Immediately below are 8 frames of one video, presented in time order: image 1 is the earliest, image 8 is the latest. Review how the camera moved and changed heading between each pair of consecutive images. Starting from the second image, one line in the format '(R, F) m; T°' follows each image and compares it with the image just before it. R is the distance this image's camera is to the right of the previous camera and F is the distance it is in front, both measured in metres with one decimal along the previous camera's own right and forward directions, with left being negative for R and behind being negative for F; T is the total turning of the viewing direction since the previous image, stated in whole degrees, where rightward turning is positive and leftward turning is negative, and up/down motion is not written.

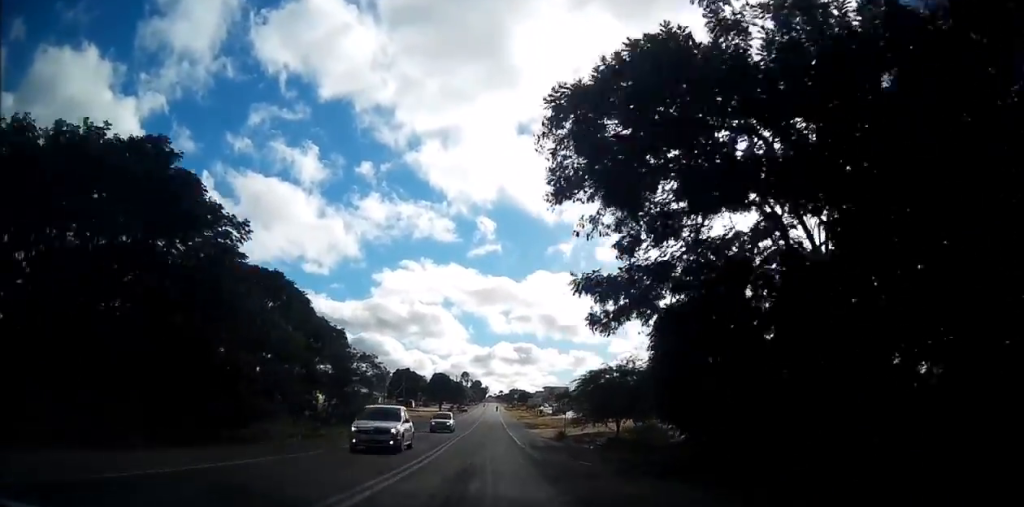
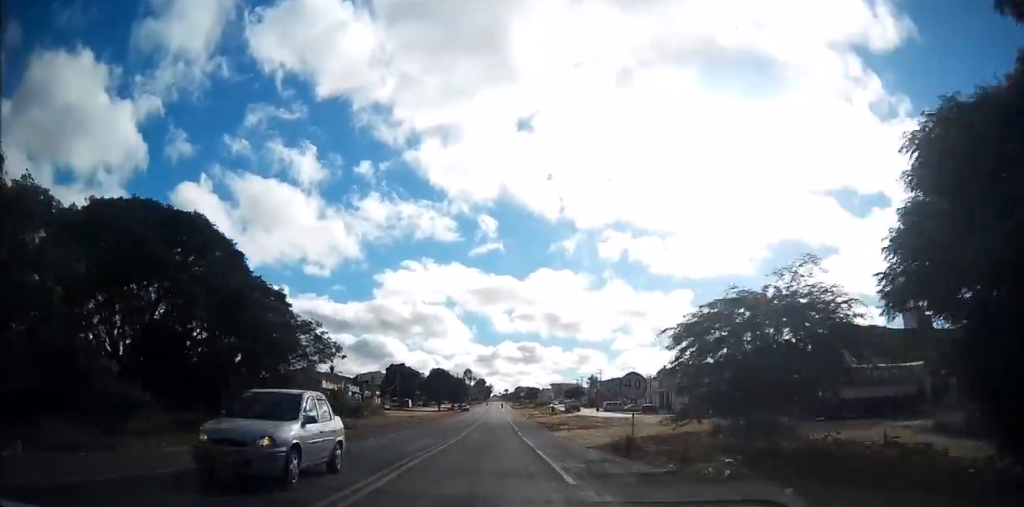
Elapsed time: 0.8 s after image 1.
(0.0, +19.2) m; 0°
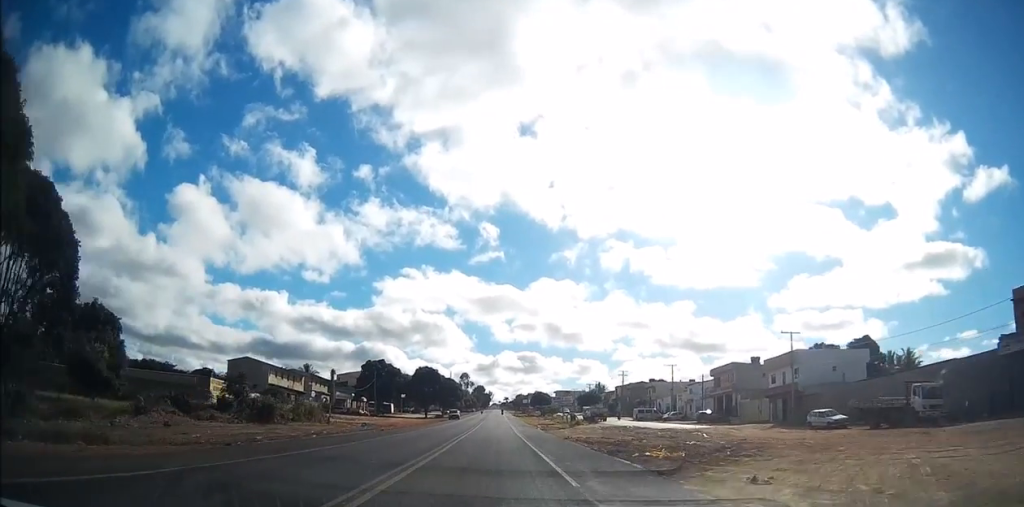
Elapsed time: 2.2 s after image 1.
(0.0, +30.5) m; 0°
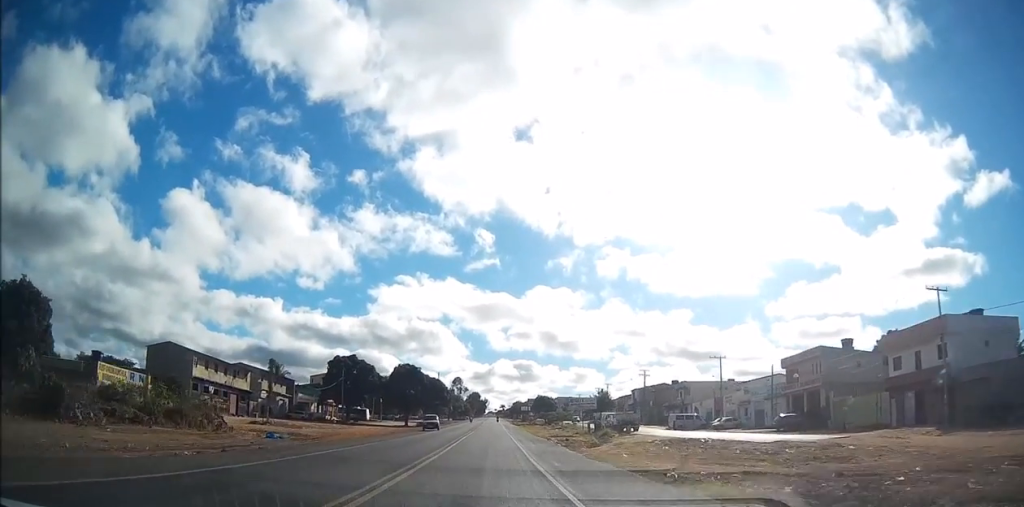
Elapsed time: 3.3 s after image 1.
(-0.1, +25.0) m; 0°
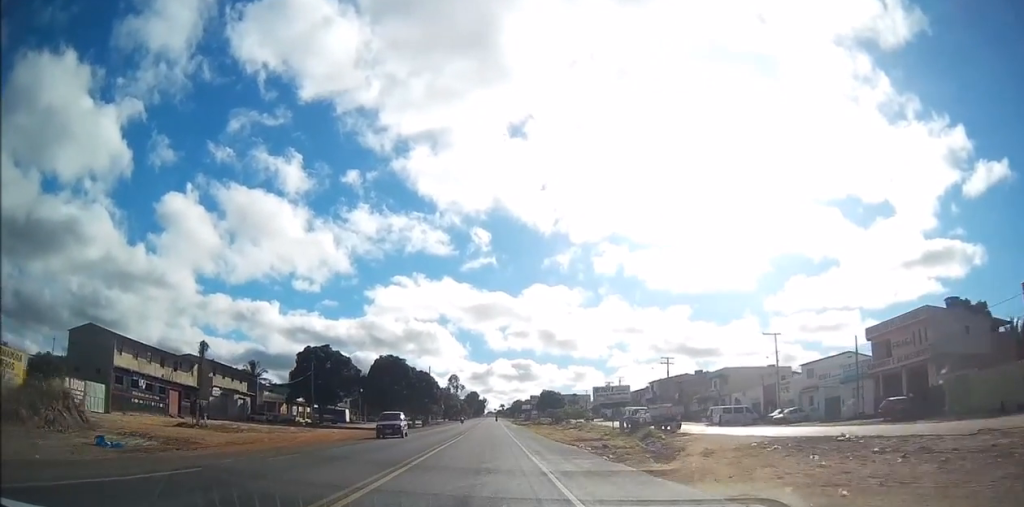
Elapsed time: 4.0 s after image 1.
(0.0, +17.4) m; 0°
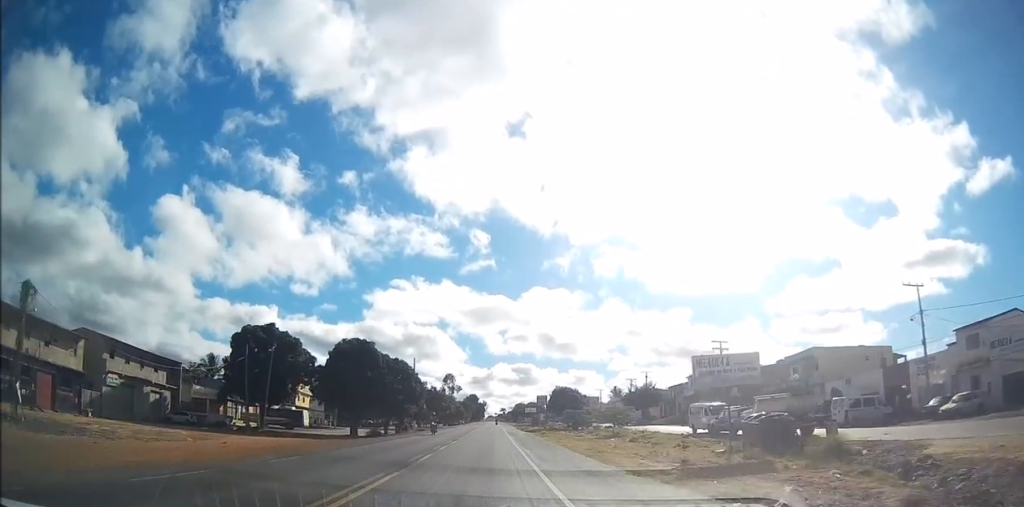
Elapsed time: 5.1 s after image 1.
(+0.1, +25.2) m; 0°
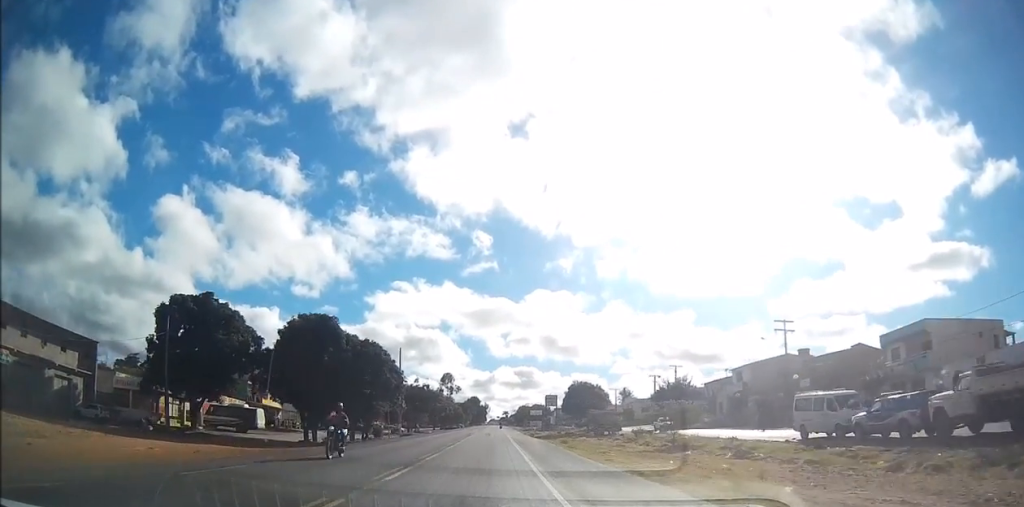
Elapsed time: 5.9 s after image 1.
(0.0, +18.4) m; 0°
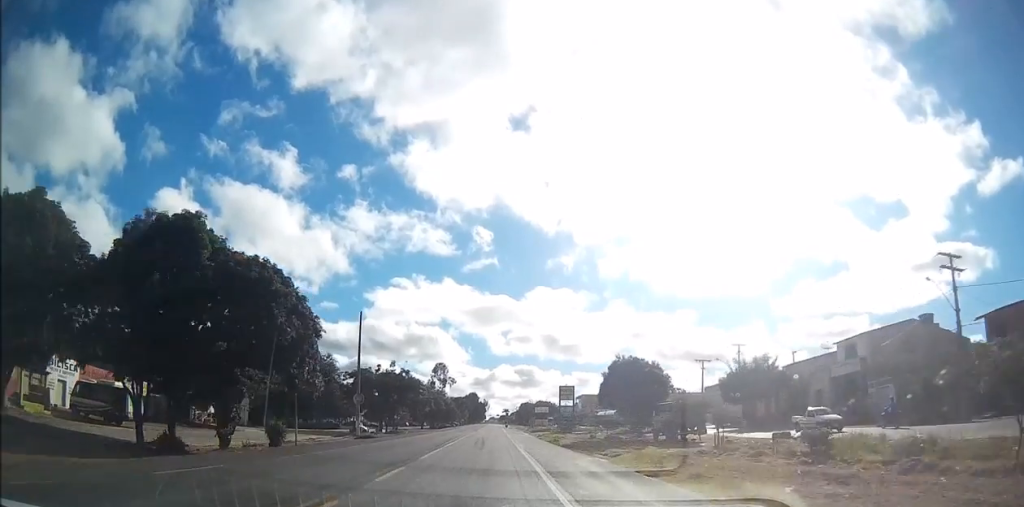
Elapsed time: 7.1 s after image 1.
(0.0, +26.9) m; 0°
